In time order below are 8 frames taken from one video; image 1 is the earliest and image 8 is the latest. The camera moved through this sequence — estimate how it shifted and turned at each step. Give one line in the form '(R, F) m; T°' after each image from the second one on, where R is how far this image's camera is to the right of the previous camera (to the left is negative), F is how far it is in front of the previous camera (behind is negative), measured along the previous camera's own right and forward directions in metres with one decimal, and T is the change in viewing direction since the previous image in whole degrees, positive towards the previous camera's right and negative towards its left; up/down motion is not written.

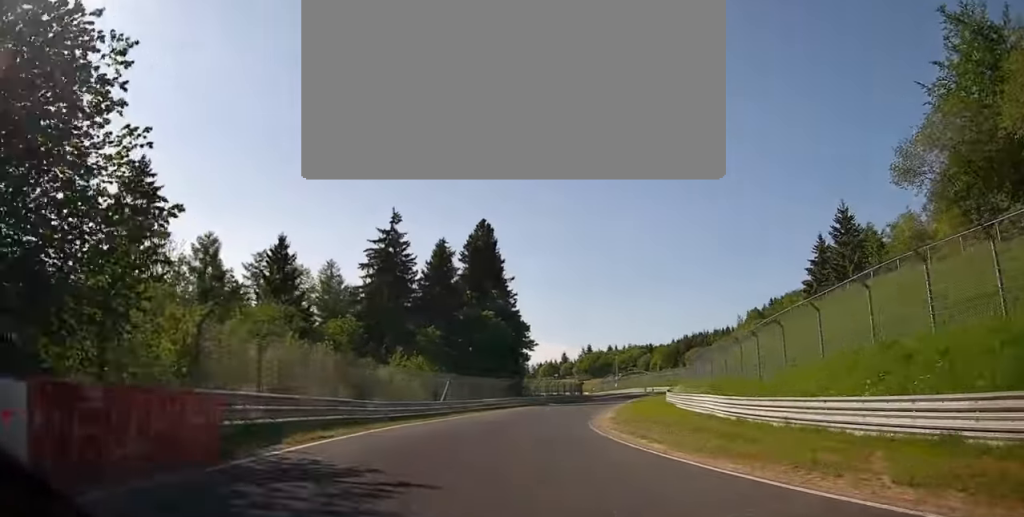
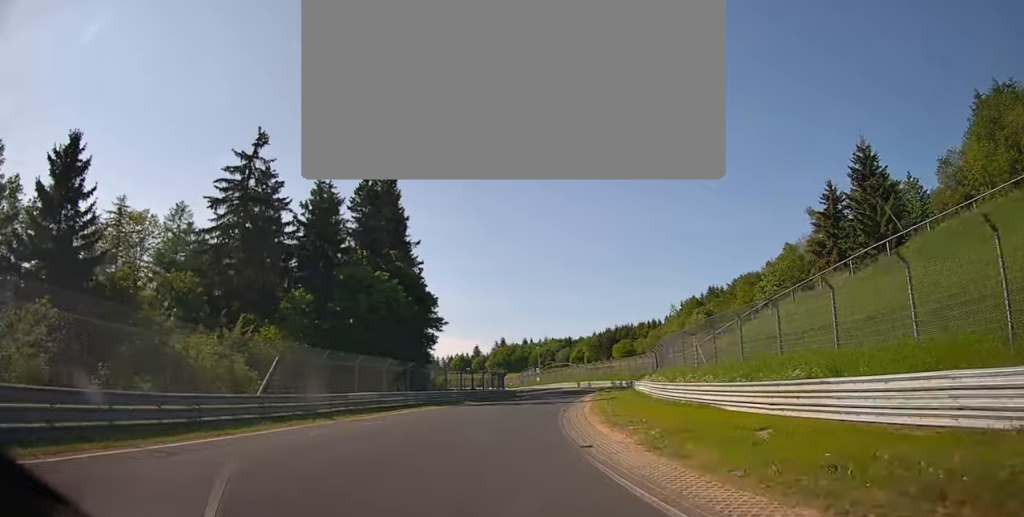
(+2.8, +20.8) m; +11°
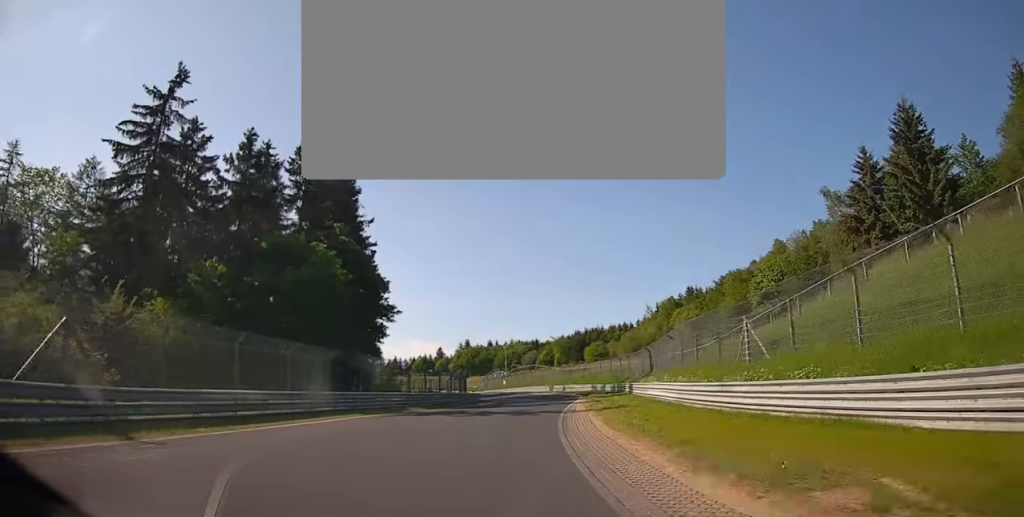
(+0.9, +11.2) m; +3°
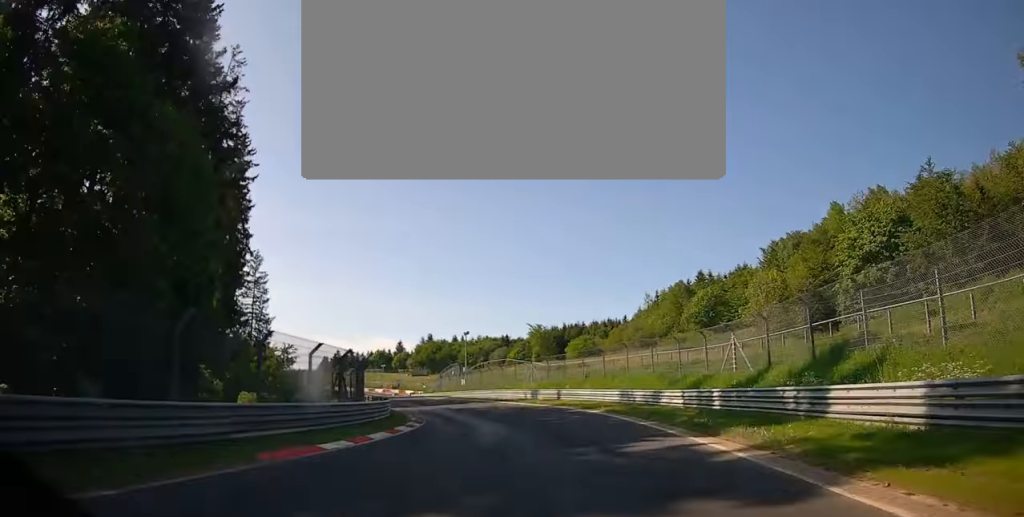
(+1.2, +34.8) m; -3°
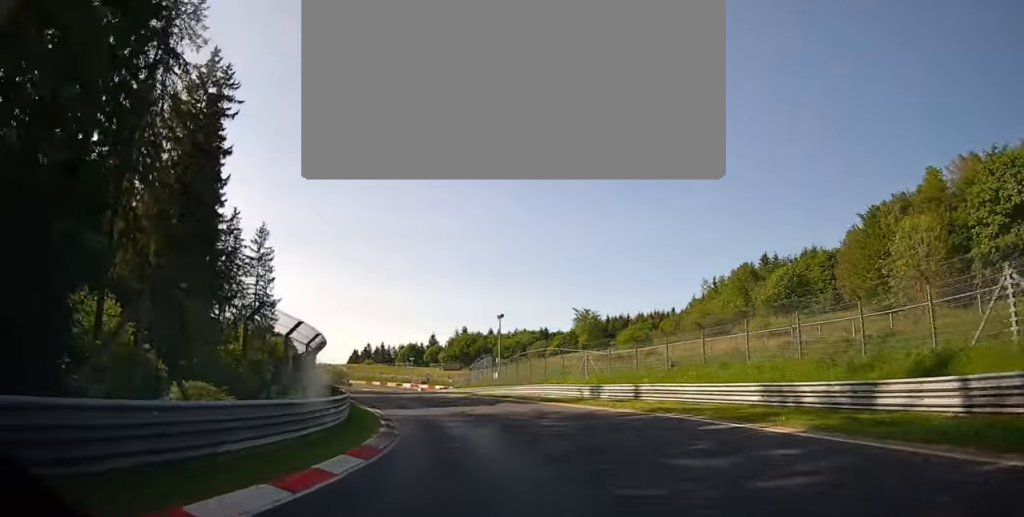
(-1.1, +16.2) m; -5°
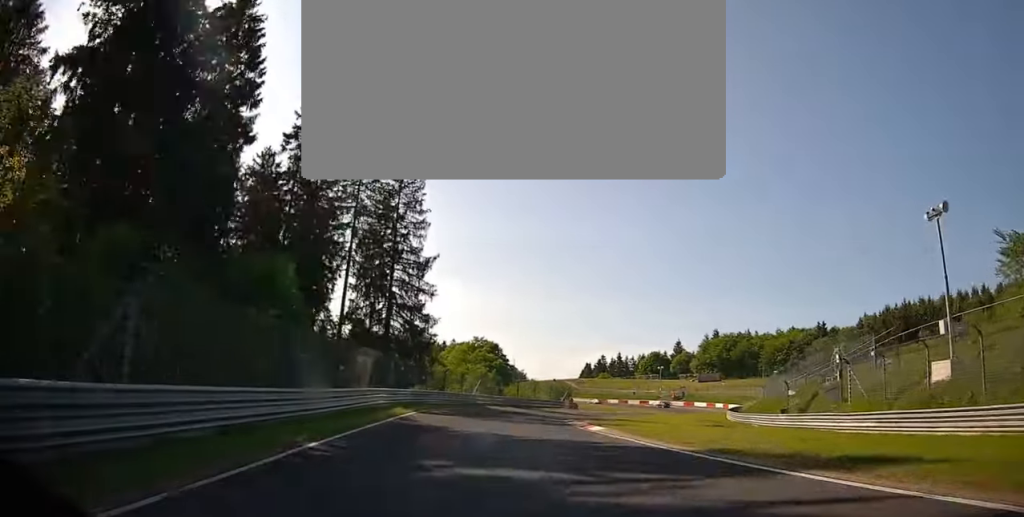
(-6.1, +47.8) m; -11°
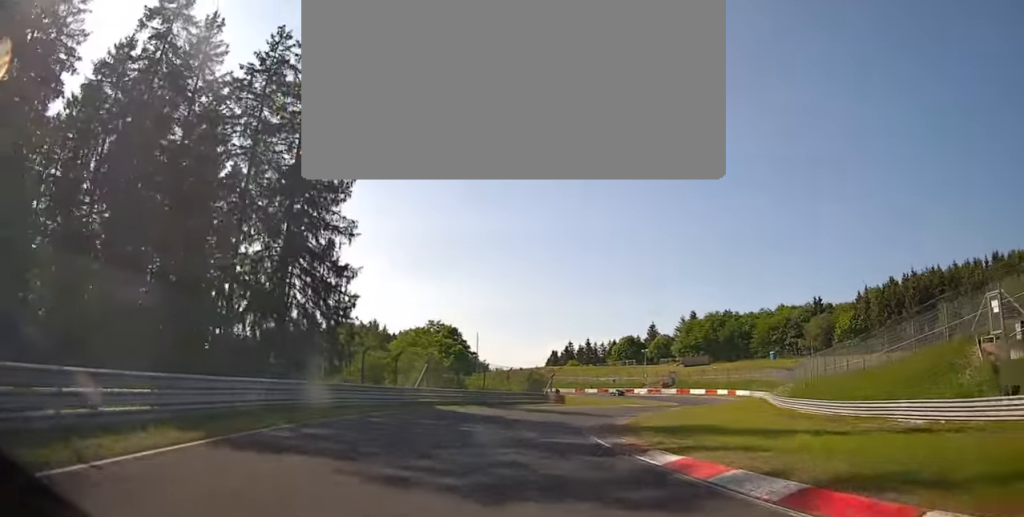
(-0.9, +19.6) m; +2°
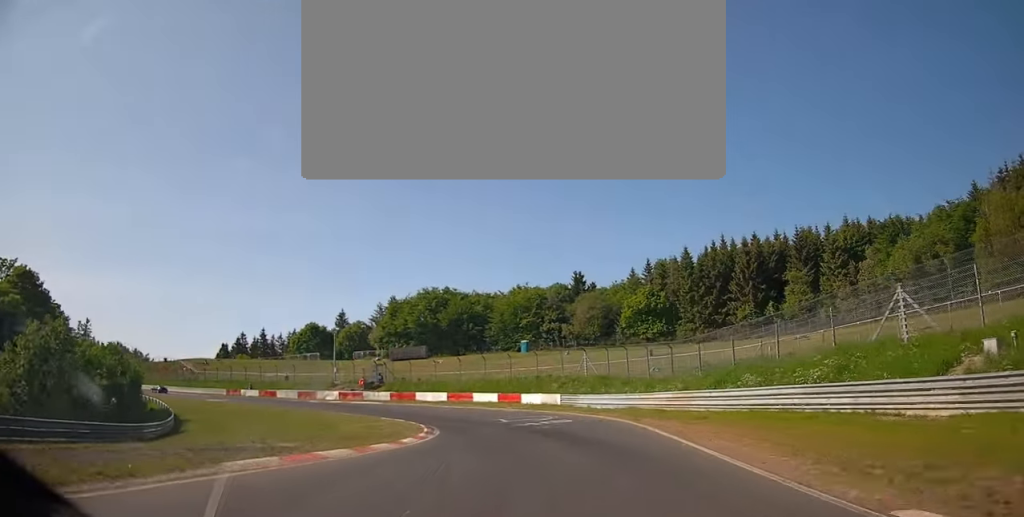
(+9.0, +47.8) m; +17°
